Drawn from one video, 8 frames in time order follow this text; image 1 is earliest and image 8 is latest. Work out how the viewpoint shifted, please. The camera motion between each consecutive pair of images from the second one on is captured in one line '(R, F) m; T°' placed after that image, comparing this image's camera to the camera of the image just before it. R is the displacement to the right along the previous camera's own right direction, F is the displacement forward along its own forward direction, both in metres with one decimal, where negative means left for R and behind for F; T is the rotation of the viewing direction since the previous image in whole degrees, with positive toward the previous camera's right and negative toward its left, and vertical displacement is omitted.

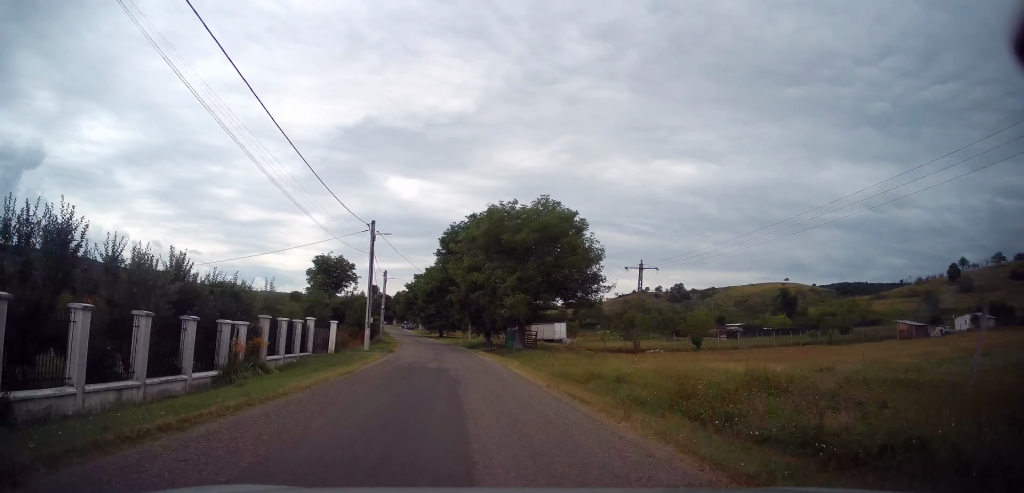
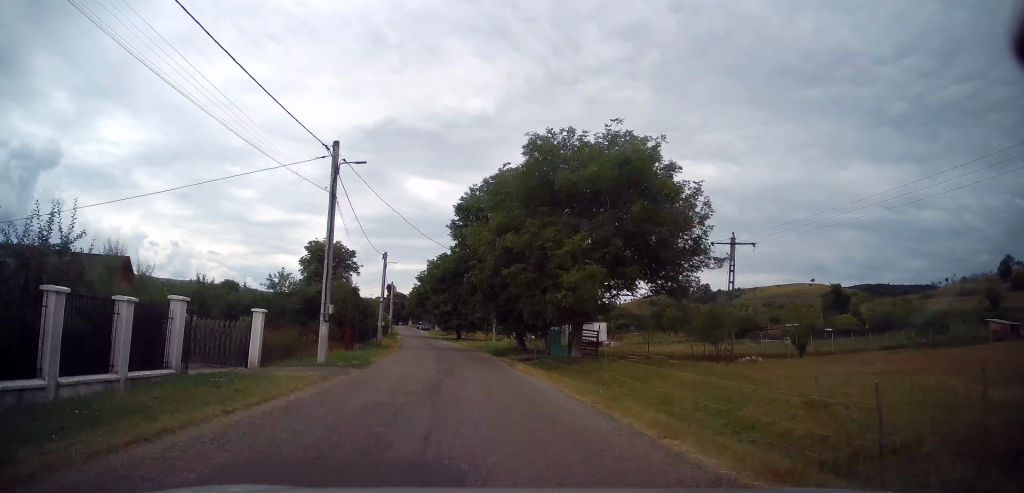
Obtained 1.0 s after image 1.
(-0.4, +16.5) m; -3°
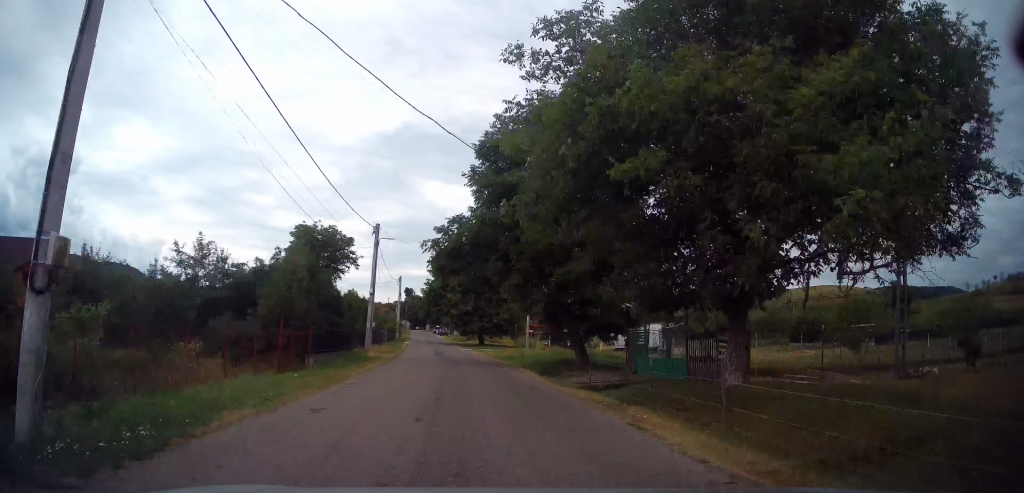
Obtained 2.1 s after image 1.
(-0.6, +15.2) m; -2°
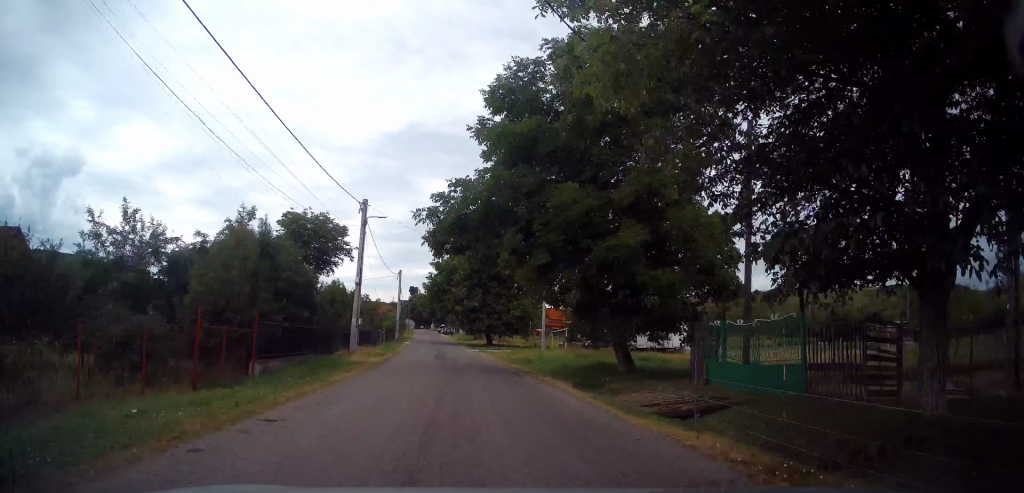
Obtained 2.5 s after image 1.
(0.0, +6.2) m; -1°
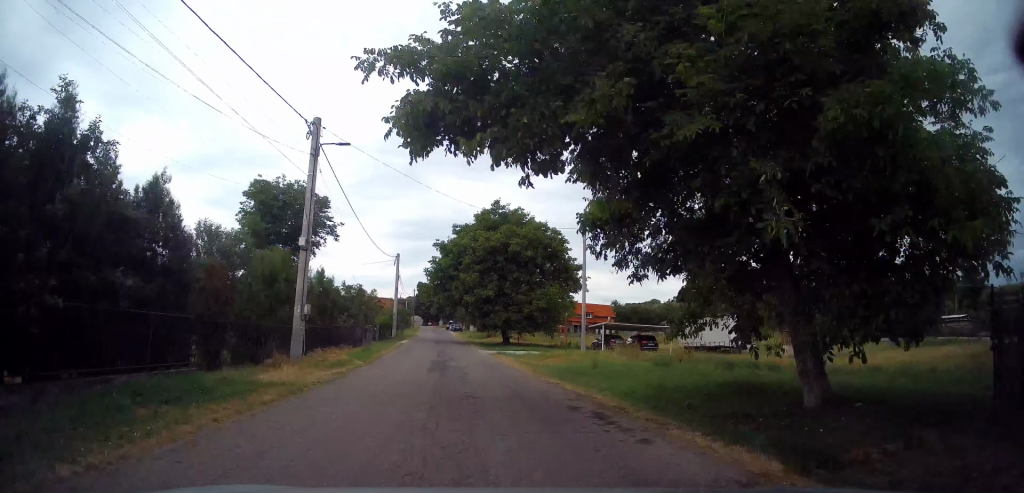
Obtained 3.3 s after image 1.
(-0.1, +10.9) m; -2°
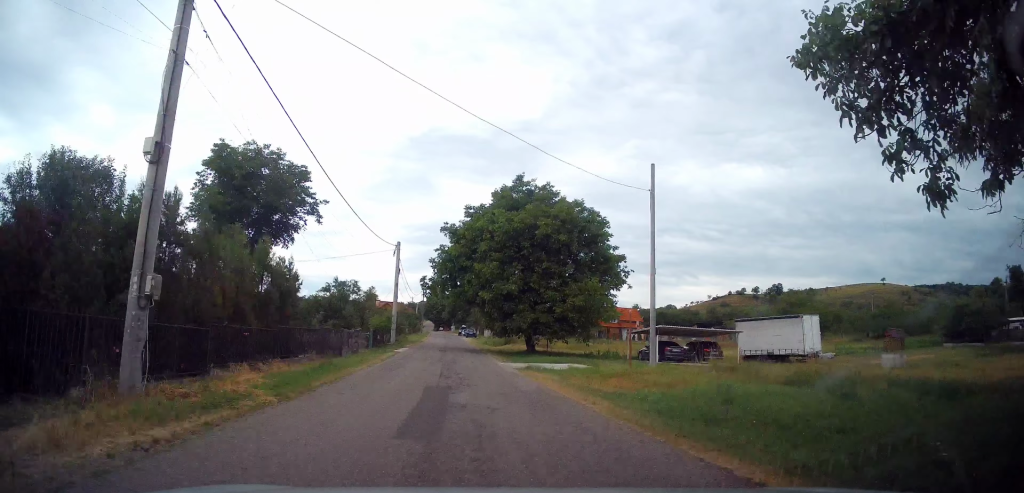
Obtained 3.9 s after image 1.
(-0.3, +9.4) m; -1°
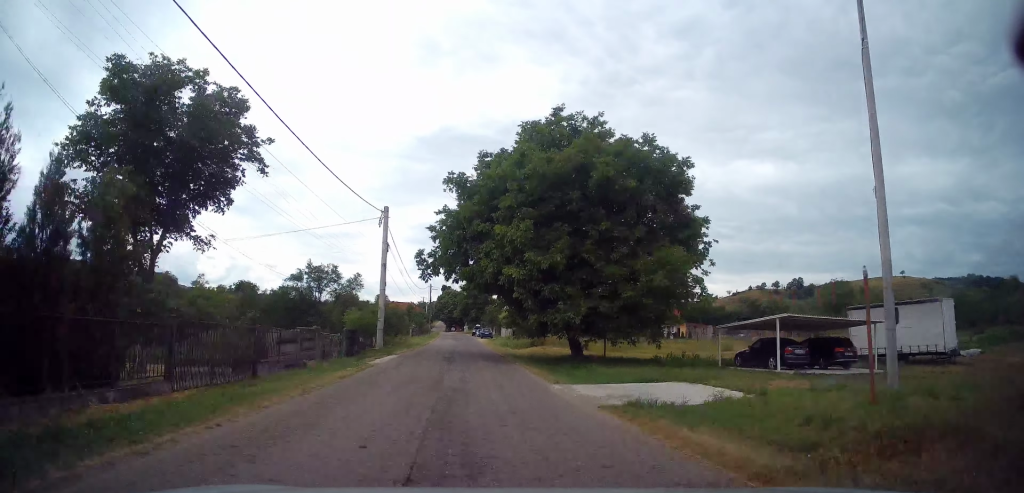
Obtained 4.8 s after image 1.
(+0.1, +12.3) m; 0°
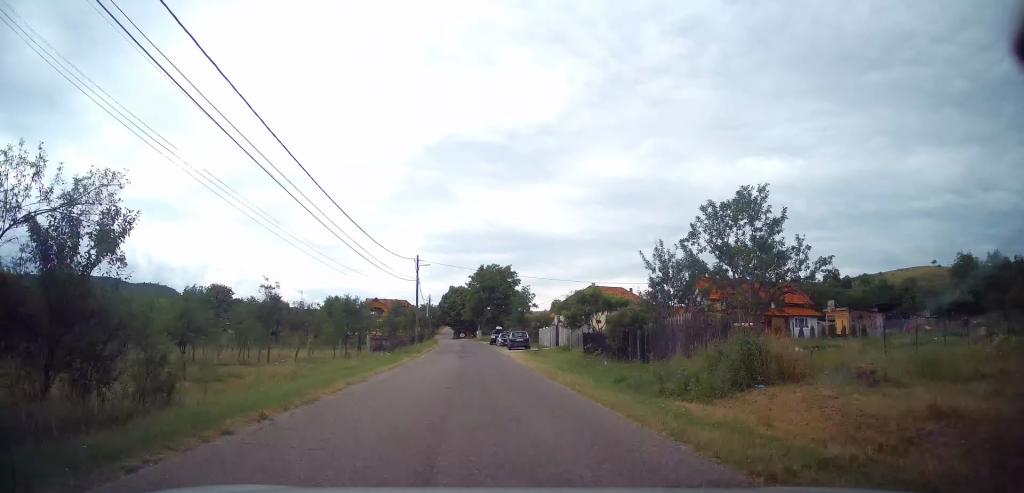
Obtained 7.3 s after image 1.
(-0.3, +35.3) m; -1°
